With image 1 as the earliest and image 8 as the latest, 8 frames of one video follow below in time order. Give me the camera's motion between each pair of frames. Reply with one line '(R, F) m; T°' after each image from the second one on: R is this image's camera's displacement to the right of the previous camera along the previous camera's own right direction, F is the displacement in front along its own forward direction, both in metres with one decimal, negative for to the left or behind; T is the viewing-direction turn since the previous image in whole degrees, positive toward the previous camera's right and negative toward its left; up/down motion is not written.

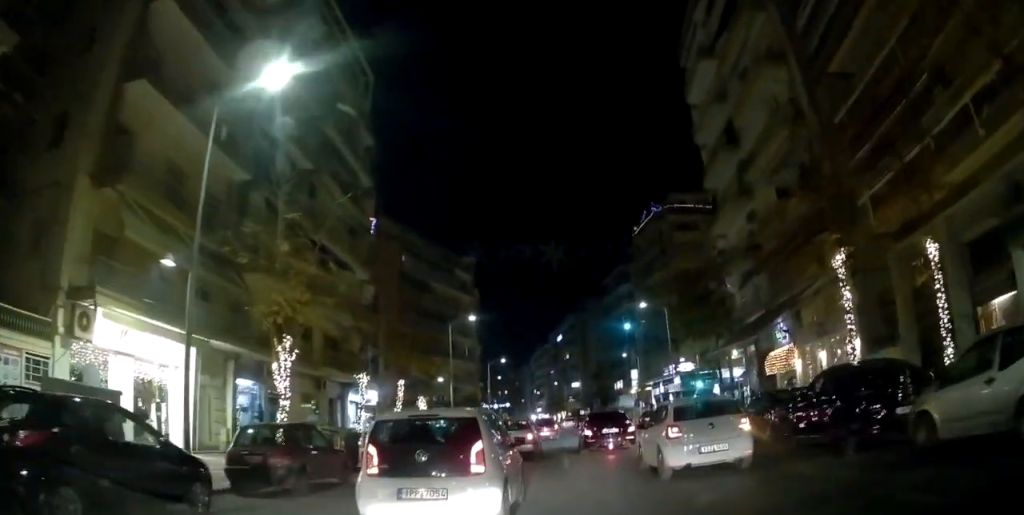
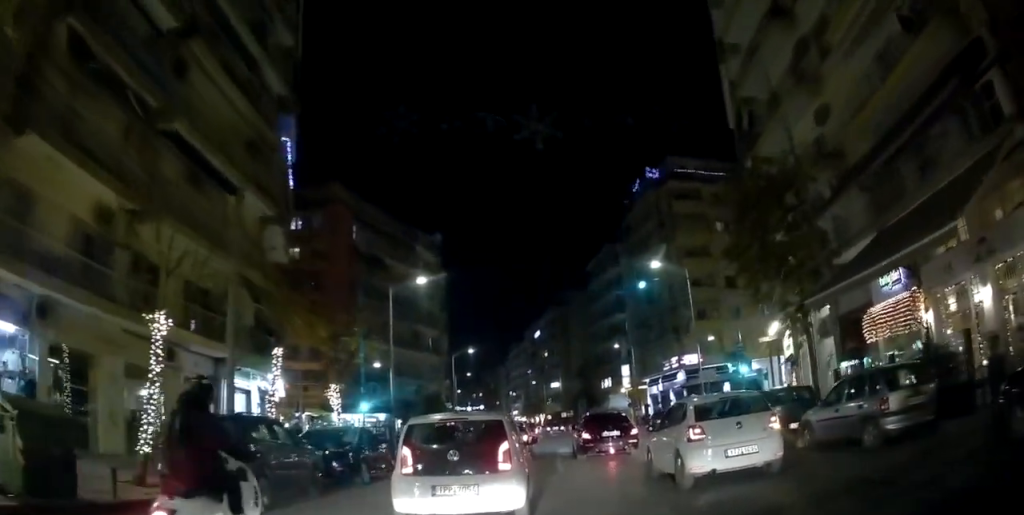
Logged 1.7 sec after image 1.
(+0.1, +9.6) m; 0°
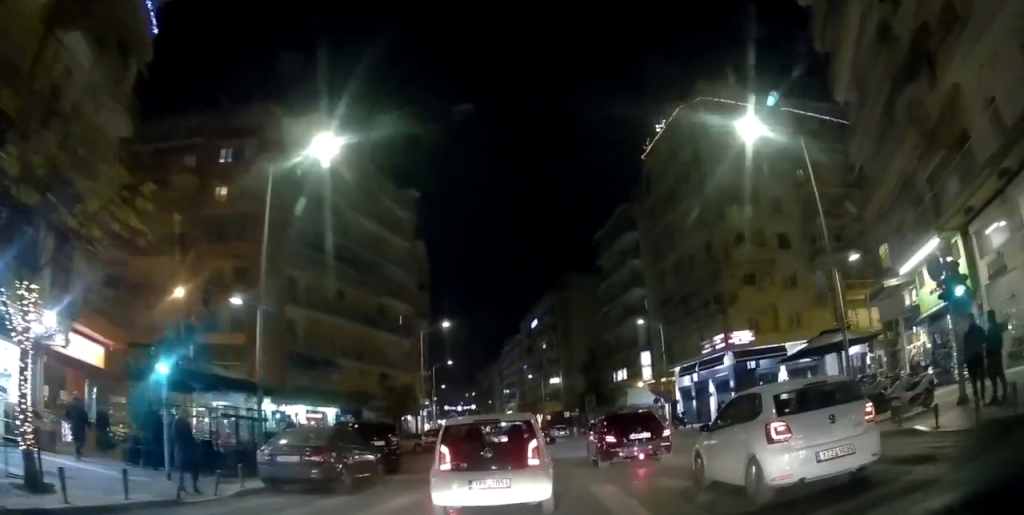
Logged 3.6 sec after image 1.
(+1.3, +15.2) m; +2°
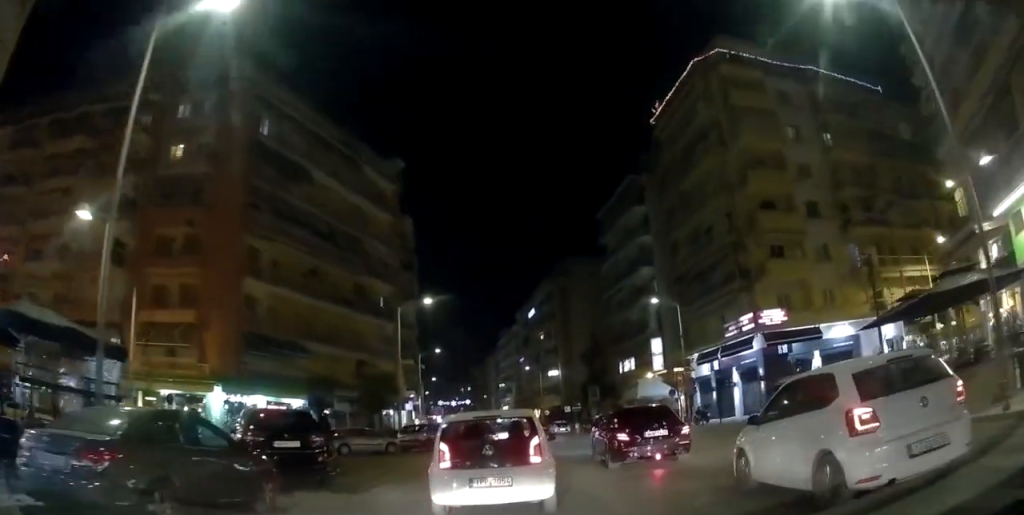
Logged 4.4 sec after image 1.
(-0.6, +6.3) m; -5°
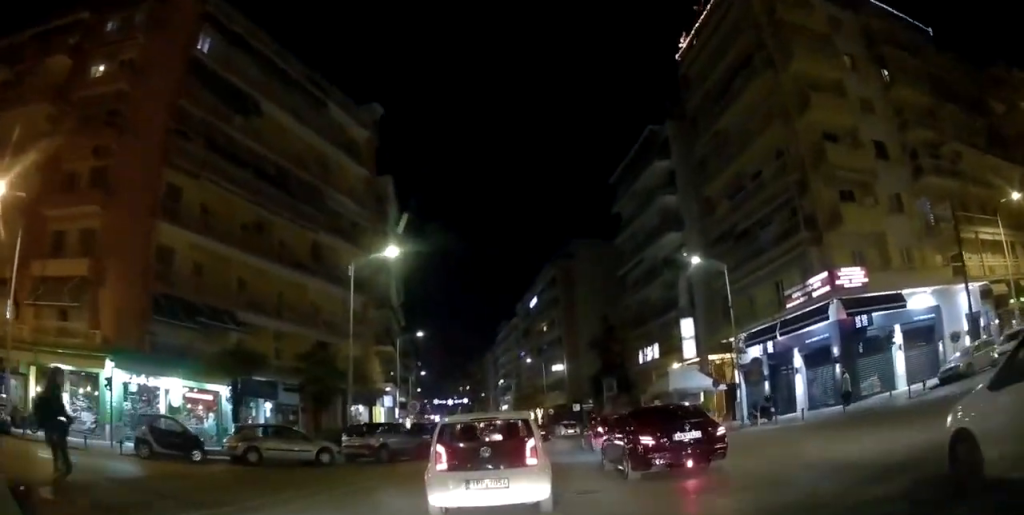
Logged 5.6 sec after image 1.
(-0.5, +10.6) m; -2°
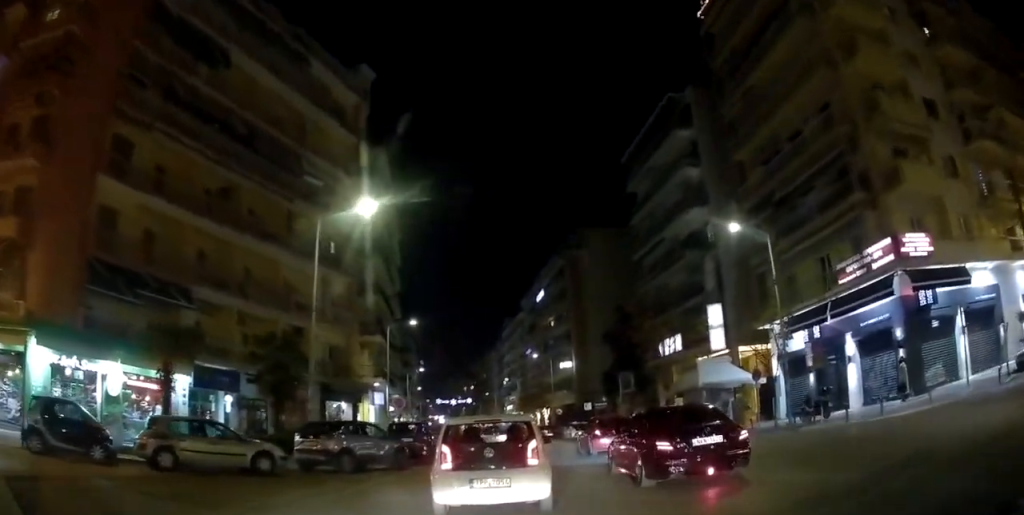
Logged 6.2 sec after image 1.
(0.0, +5.9) m; 0°
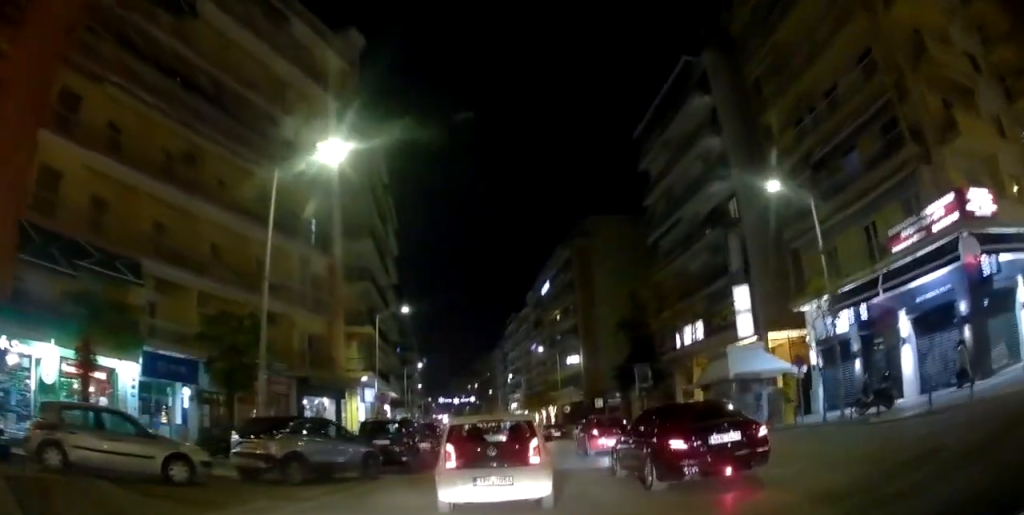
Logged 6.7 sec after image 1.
(0.0, +4.8) m; -1°
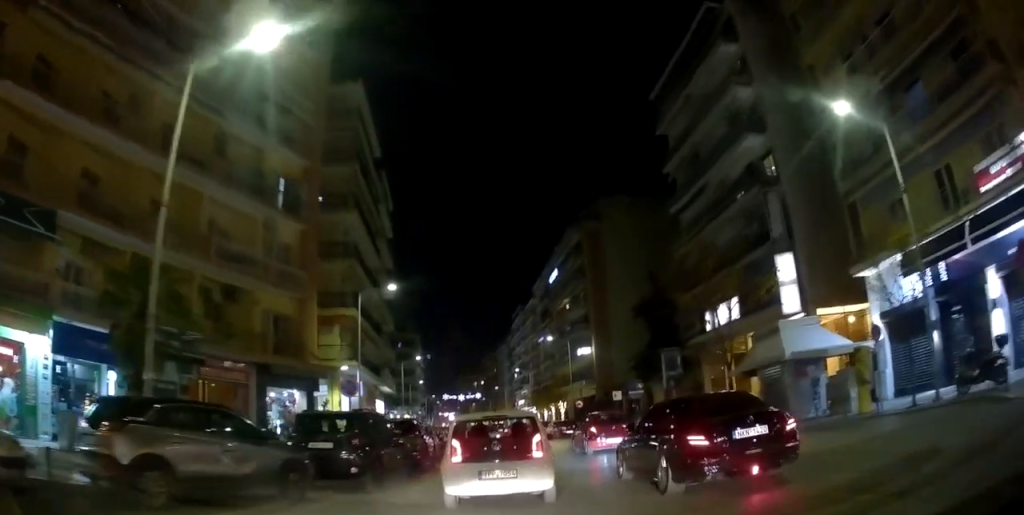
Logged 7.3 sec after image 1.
(0.0, +6.5) m; -3°
